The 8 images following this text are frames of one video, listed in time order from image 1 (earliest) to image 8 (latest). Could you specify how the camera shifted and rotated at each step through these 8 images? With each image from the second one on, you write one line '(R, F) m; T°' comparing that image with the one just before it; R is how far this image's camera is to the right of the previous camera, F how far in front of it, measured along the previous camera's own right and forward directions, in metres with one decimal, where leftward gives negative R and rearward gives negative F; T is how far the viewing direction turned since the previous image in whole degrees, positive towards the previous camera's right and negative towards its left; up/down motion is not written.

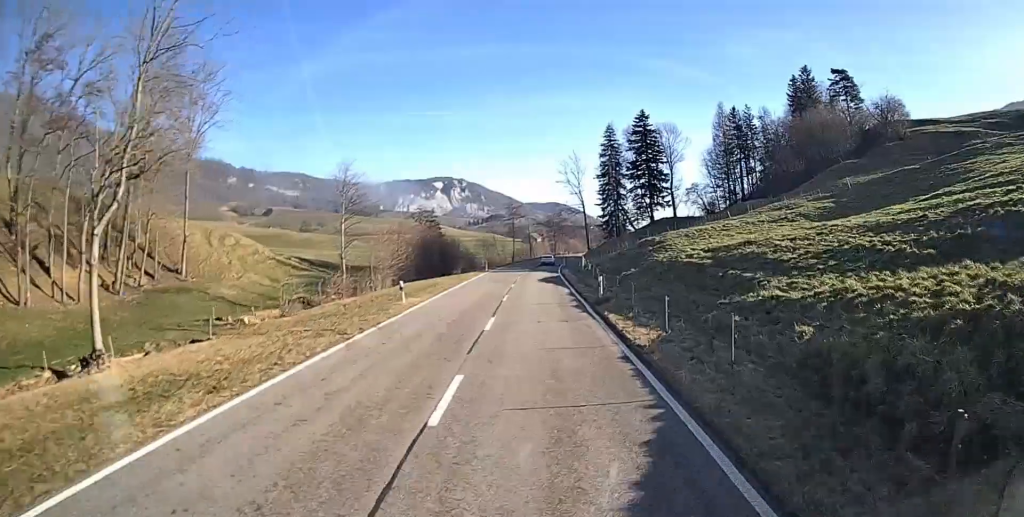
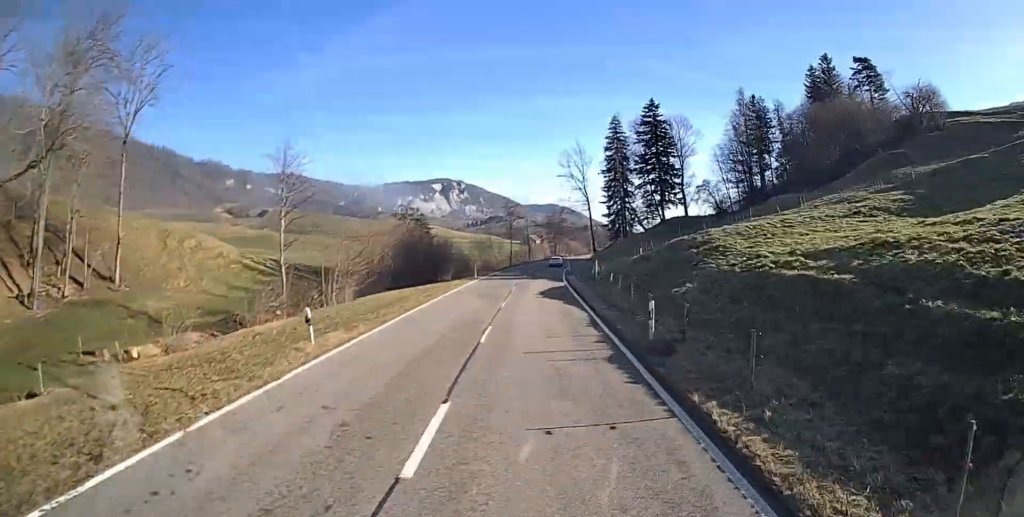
(0.0, +10.7) m; 0°
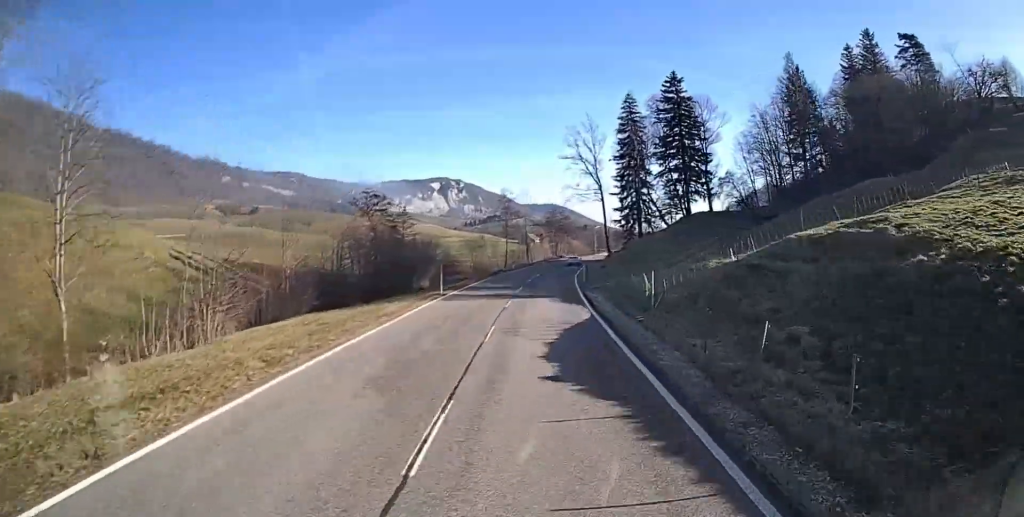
(0.0, +17.9) m; 0°
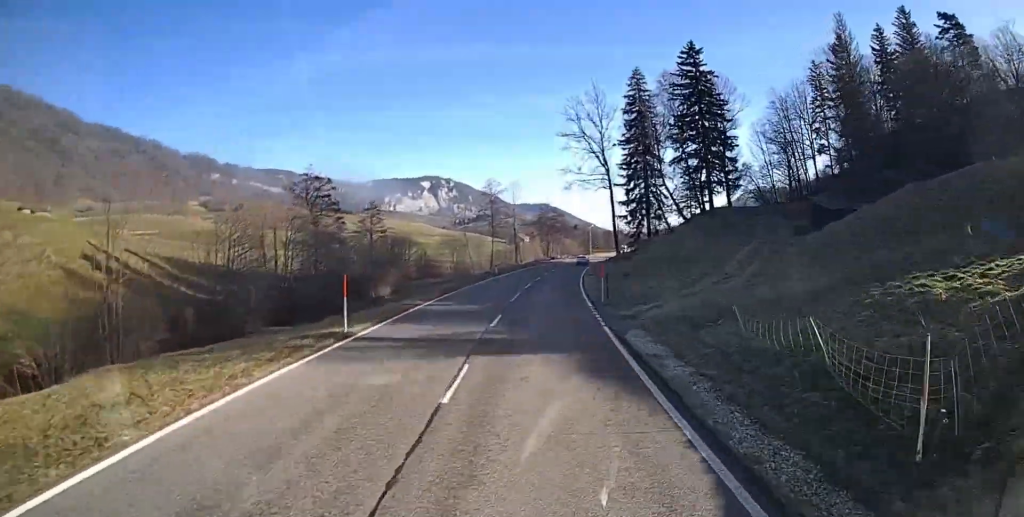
(0.0, +15.0) m; +1°
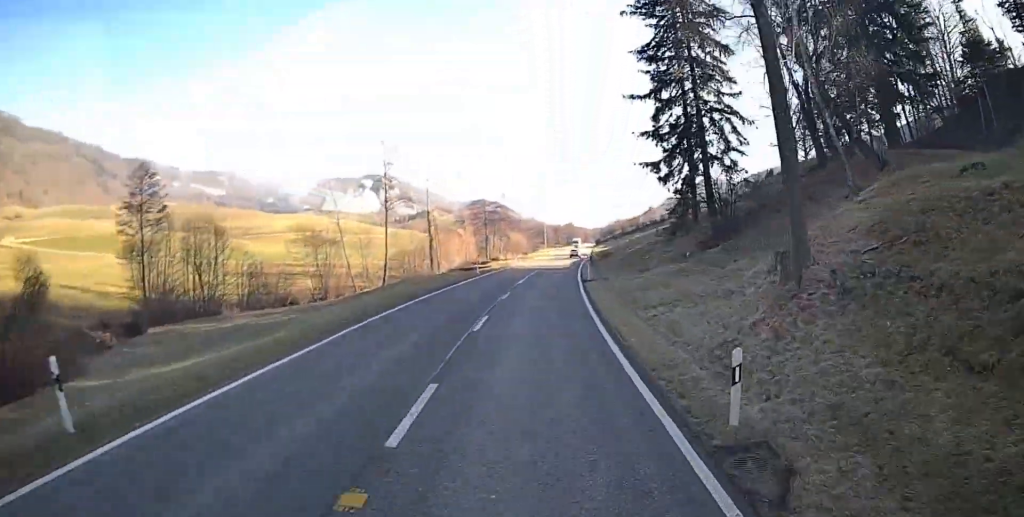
(+1.9, +46.5) m; +5°
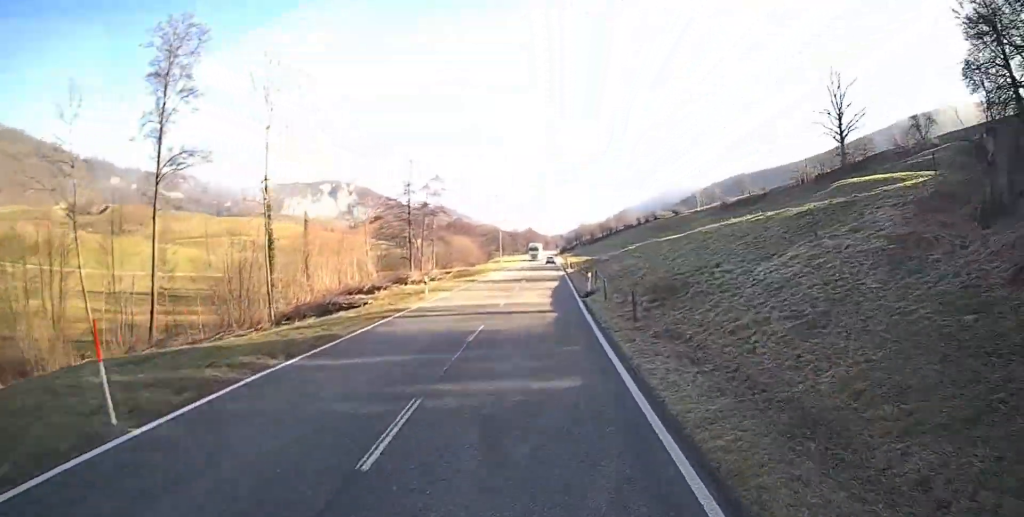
(+1.7, +36.1) m; +5°
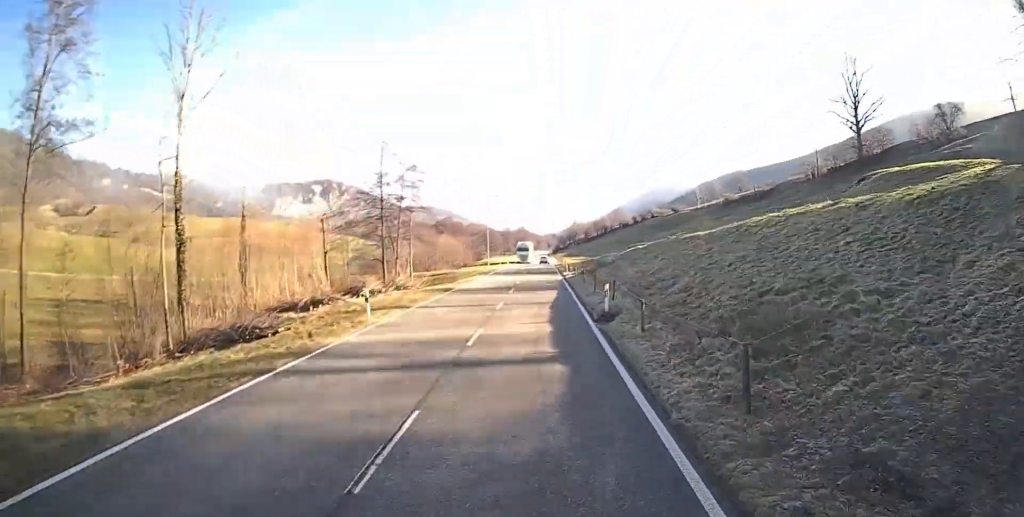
(+0.2, +9.4) m; +1°
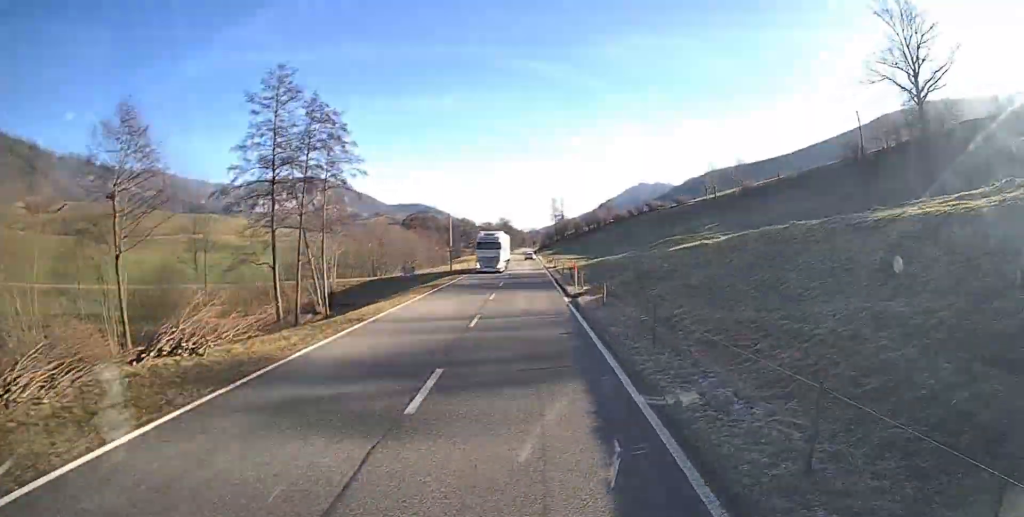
(+0.1, +24.0) m; 0°
